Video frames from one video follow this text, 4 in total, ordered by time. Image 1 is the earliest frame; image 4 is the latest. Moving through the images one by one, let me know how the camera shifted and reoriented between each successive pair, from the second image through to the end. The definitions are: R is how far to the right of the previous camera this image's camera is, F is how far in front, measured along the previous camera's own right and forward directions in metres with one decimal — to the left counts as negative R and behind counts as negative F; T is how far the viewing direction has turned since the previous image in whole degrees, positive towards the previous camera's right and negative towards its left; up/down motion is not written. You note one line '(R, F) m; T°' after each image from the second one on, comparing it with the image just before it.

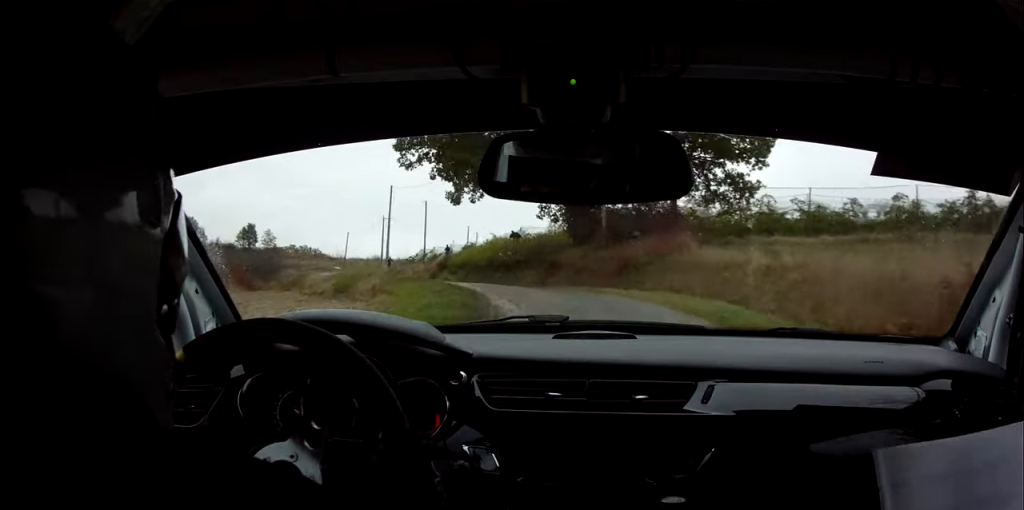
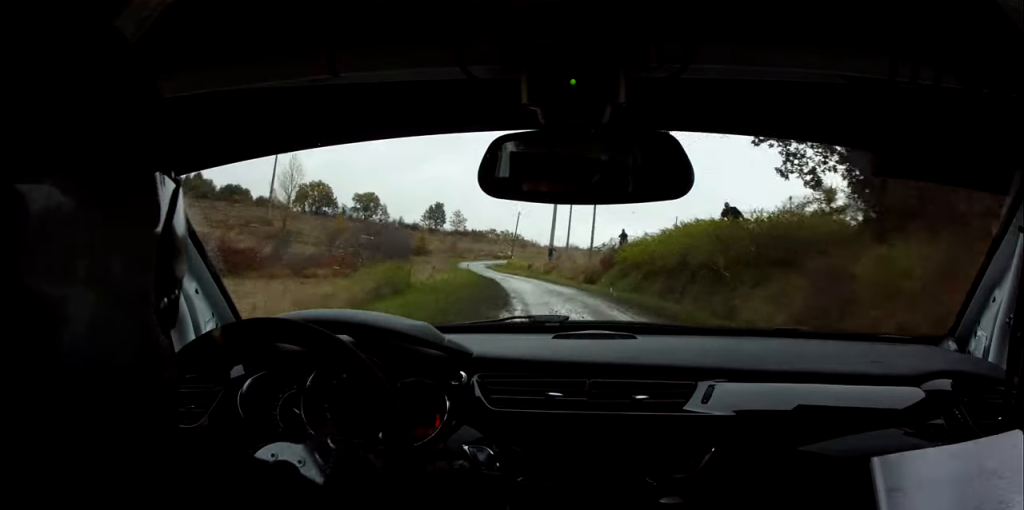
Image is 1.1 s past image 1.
(-2.5, +24.0) m; -12°
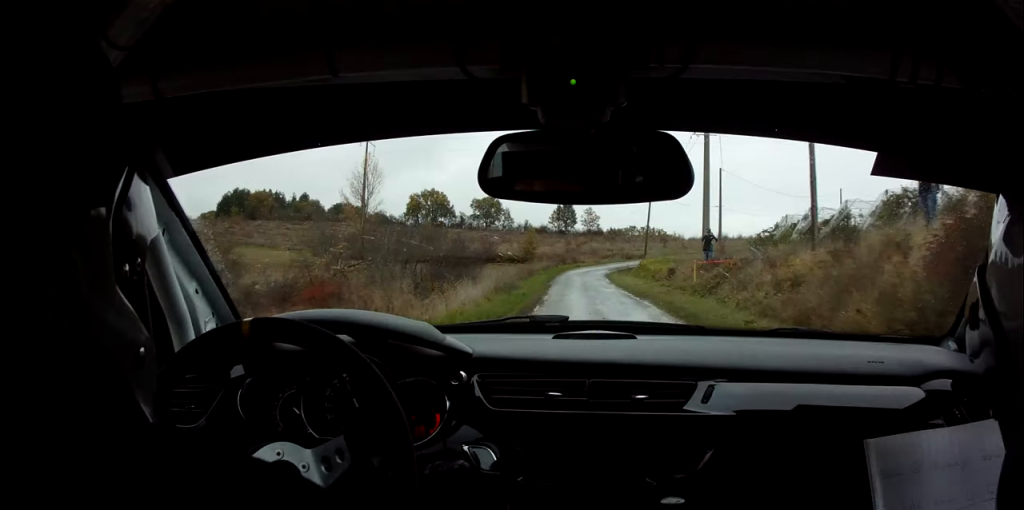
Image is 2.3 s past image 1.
(-2.7, +28.0) m; -9°
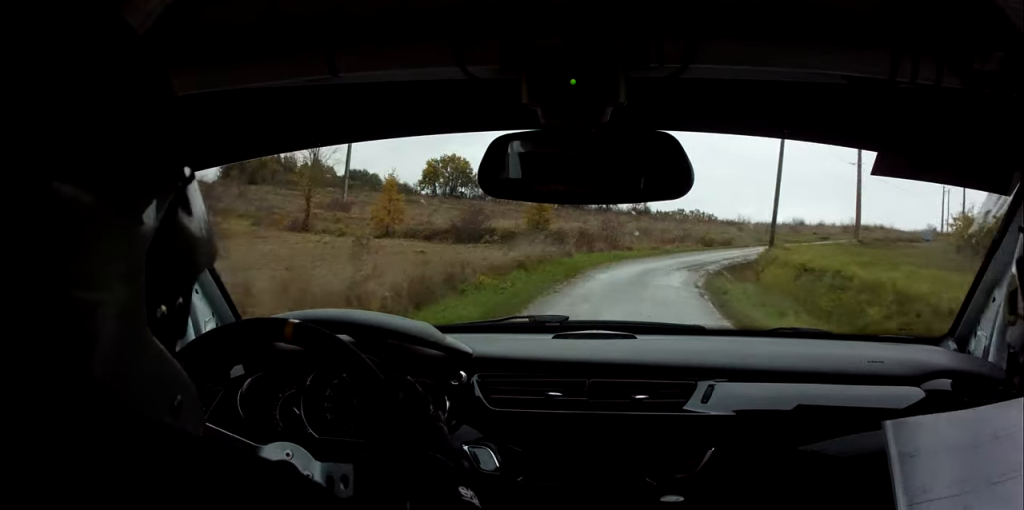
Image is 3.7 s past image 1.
(-0.6, +33.5) m; +3°
